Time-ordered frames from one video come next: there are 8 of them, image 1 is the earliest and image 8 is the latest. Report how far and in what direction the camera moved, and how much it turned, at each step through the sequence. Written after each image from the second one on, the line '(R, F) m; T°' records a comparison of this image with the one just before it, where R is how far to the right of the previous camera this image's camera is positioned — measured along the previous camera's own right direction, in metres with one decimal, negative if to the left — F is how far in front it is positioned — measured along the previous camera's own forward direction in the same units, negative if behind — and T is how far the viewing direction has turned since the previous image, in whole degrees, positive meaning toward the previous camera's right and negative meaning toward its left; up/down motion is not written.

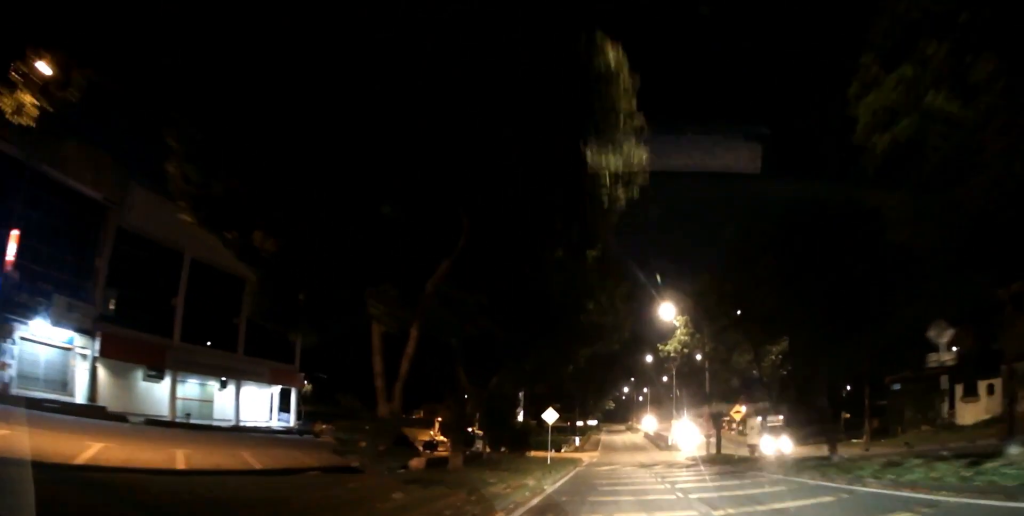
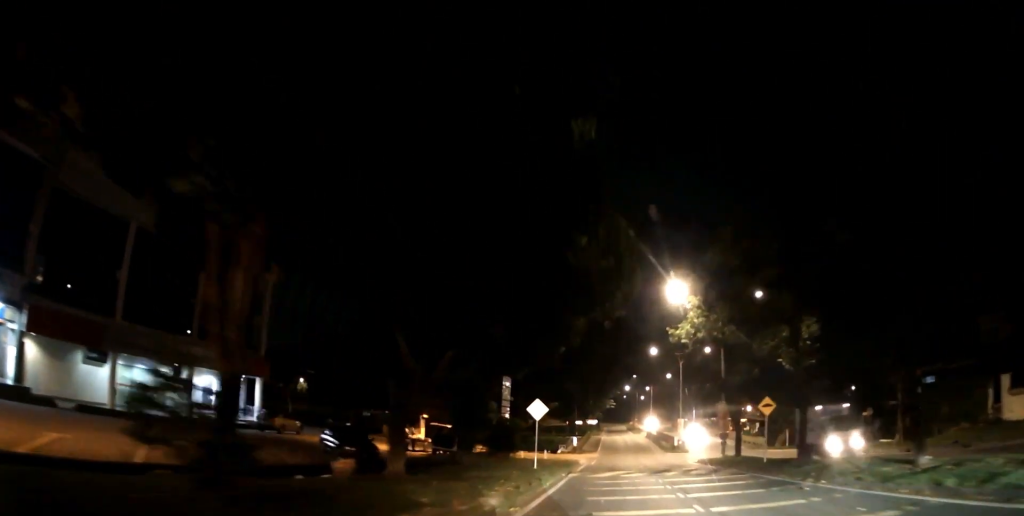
(0.0, +4.9) m; 0°
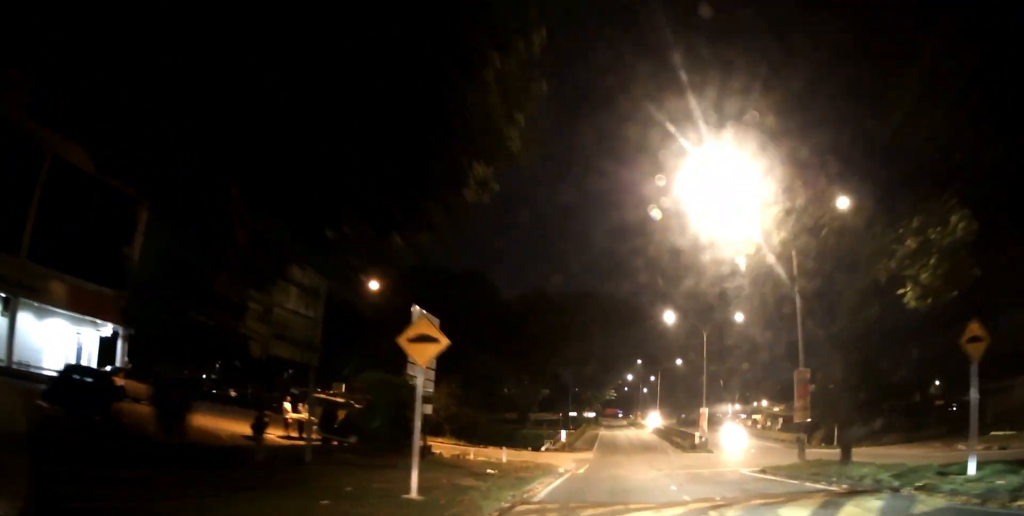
(-0.2, +12.2) m; -2°
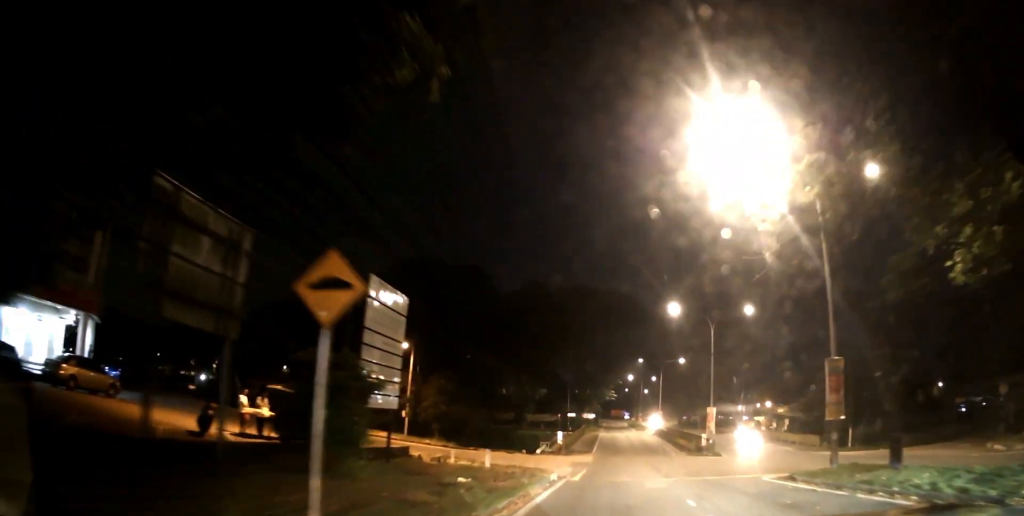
(0.0, +2.7) m; 0°
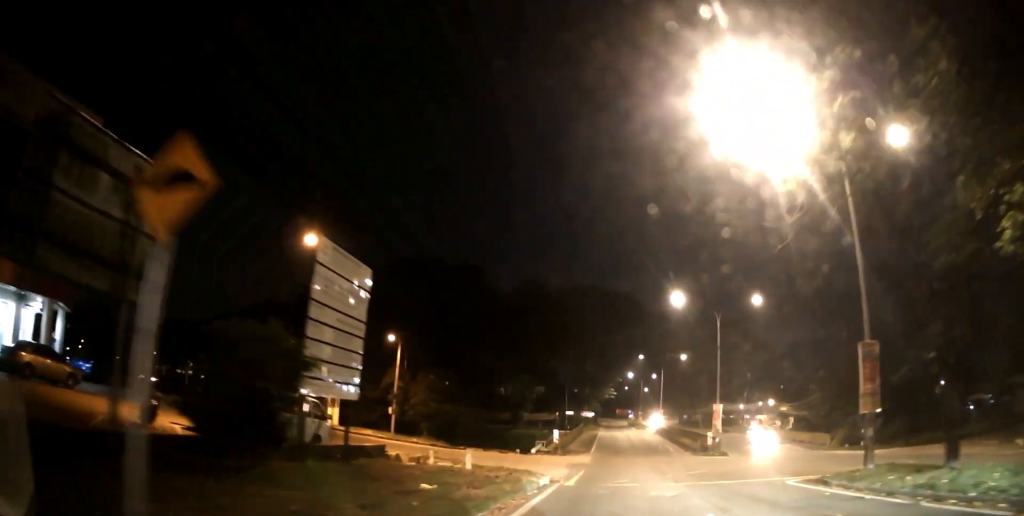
(0.0, +2.1) m; 0°
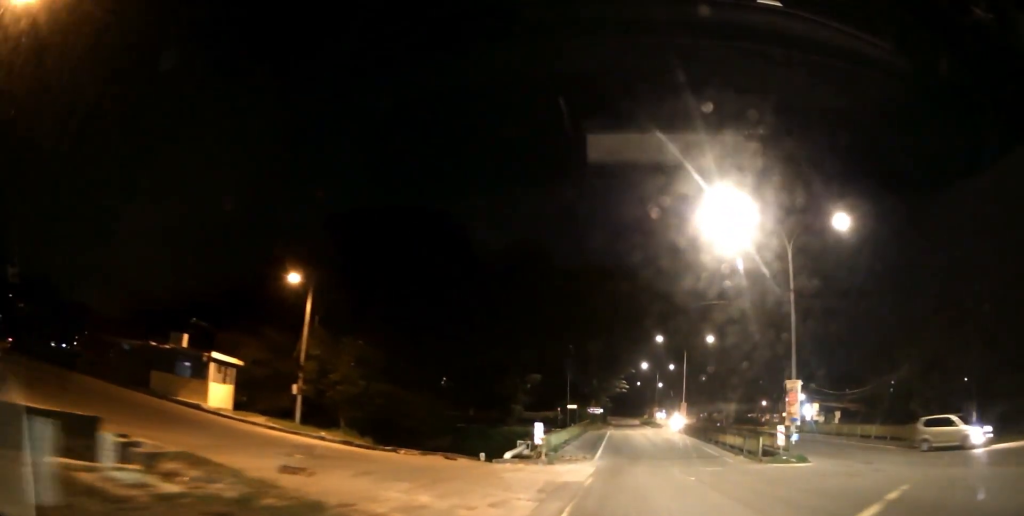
(+0.3, +12.2) m; +3°
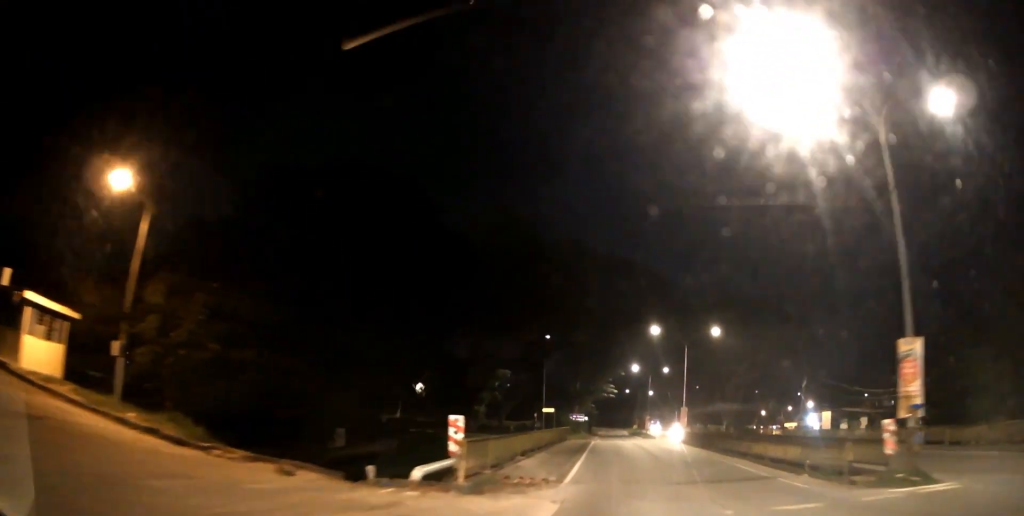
(0.0, +9.4) m; 0°
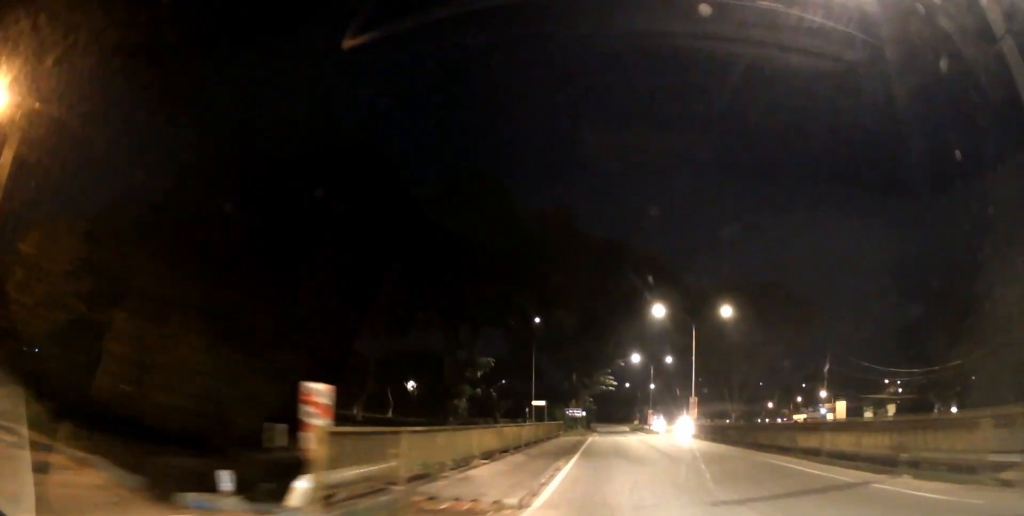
(0.0, +6.5) m; 0°
